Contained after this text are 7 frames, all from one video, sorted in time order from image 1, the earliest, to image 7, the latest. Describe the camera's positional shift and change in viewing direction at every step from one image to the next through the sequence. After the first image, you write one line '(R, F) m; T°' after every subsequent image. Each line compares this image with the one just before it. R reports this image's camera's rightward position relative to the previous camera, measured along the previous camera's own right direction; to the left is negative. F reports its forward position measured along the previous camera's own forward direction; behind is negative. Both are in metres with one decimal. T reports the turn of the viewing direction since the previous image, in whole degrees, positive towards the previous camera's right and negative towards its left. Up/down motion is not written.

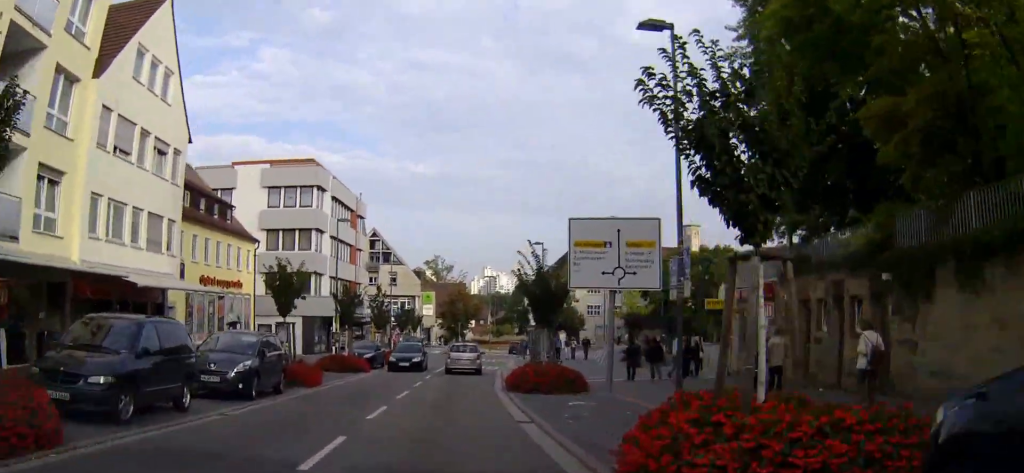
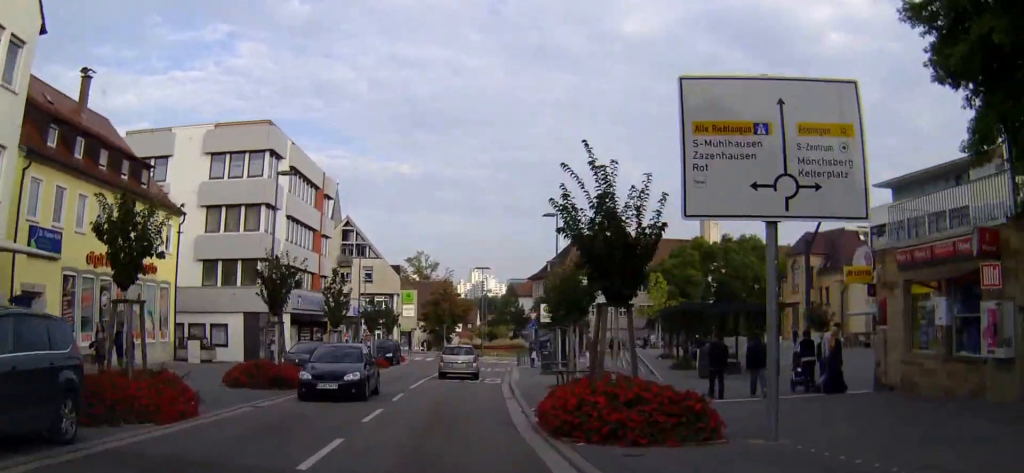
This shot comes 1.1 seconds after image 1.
(+0.3, +11.2) m; +3°
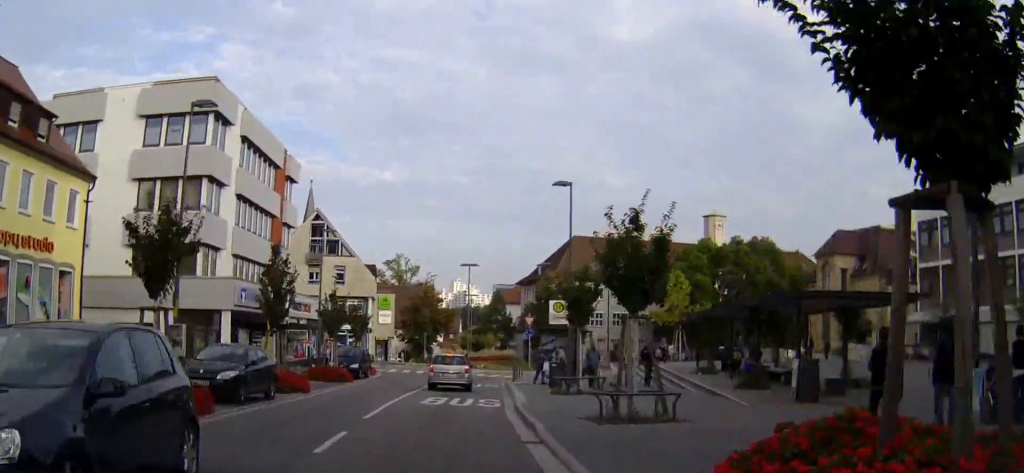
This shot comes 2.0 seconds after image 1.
(+0.1, +9.7) m; 0°
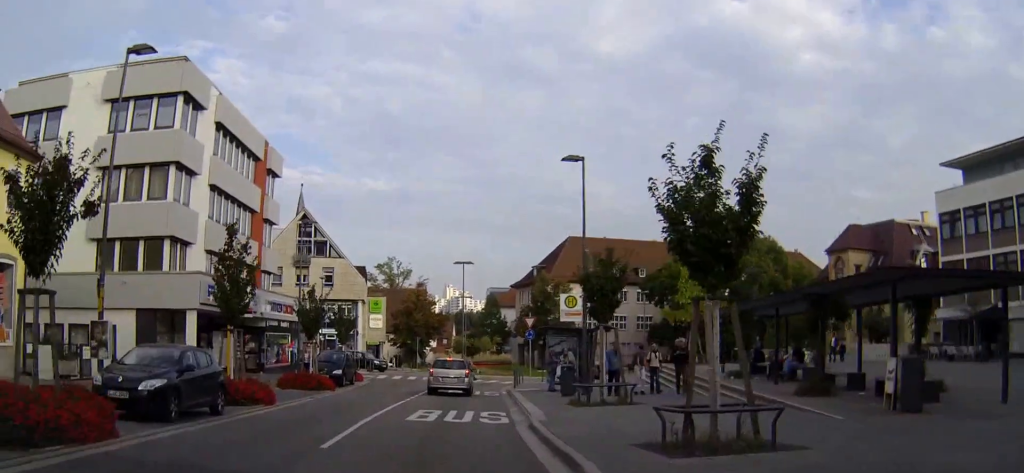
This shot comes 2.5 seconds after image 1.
(0.0, +5.4) m; 0°
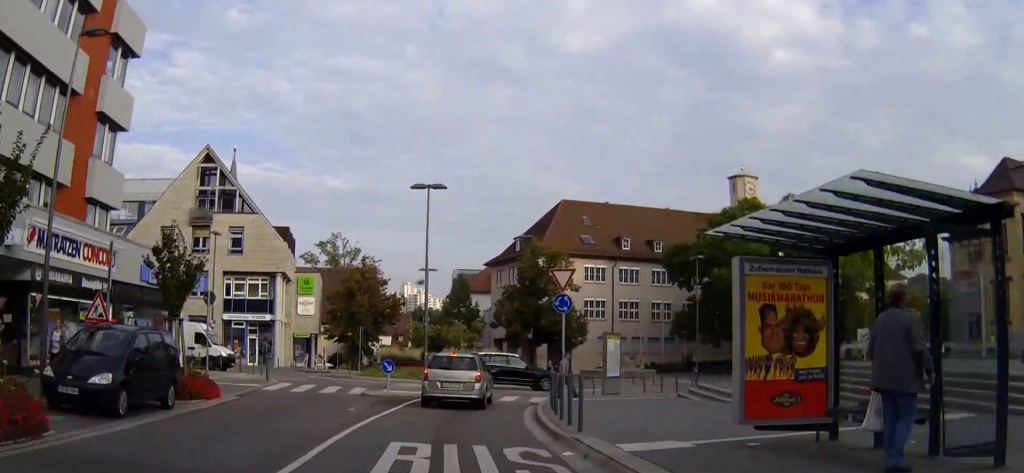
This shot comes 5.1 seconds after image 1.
(+0.7, +24.7) m; +3°
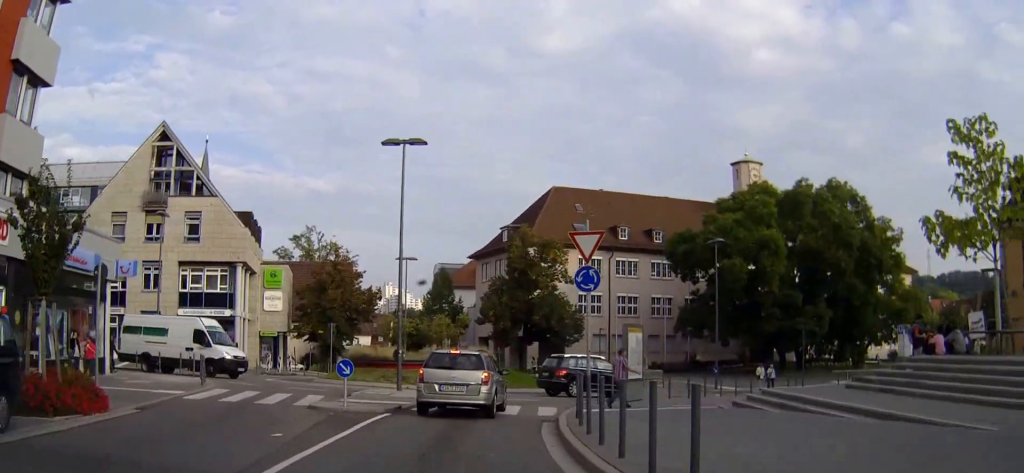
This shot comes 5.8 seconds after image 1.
(0.0, +7.1) m; 0°
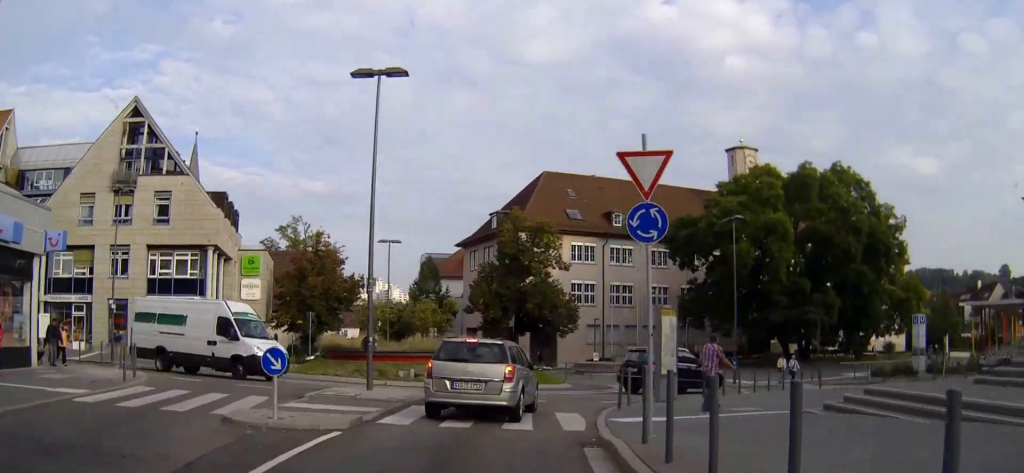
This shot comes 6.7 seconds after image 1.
(0.0, +7.4) m; 0°
